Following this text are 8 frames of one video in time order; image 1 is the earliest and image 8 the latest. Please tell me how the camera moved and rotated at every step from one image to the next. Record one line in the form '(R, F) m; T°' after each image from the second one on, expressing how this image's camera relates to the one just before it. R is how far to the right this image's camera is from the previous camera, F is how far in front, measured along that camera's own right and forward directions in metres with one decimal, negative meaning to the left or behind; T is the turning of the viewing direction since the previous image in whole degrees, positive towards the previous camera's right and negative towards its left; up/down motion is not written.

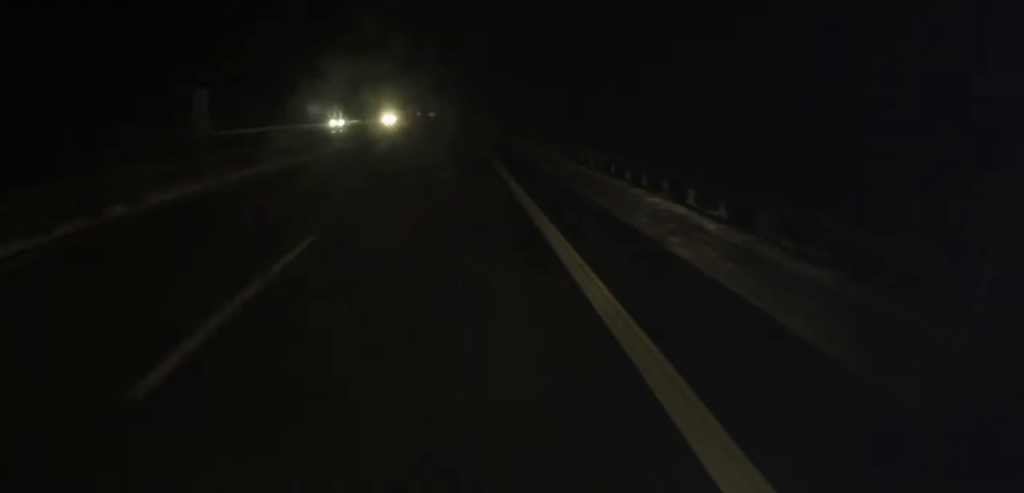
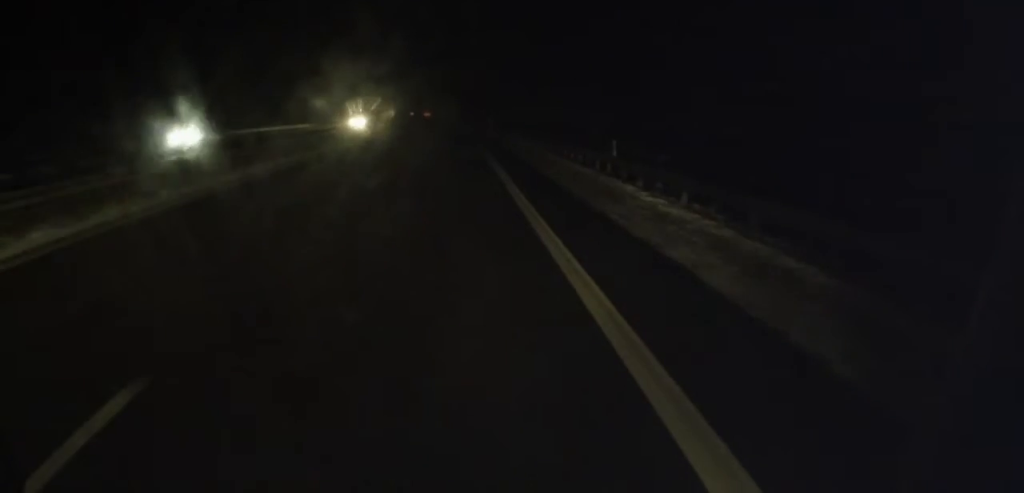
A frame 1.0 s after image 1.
(-0.2, +24.4) m; 0°
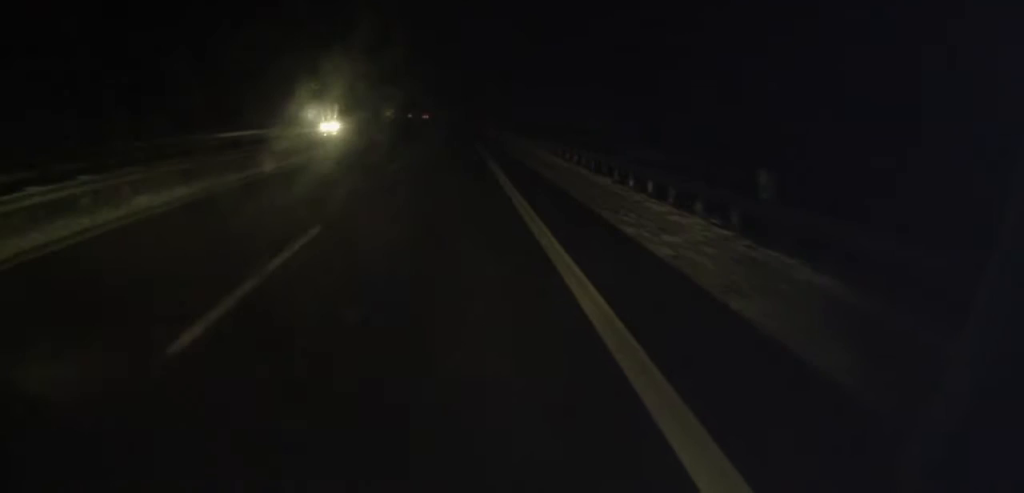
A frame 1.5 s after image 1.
(-0.1, +11.5) m; 0°
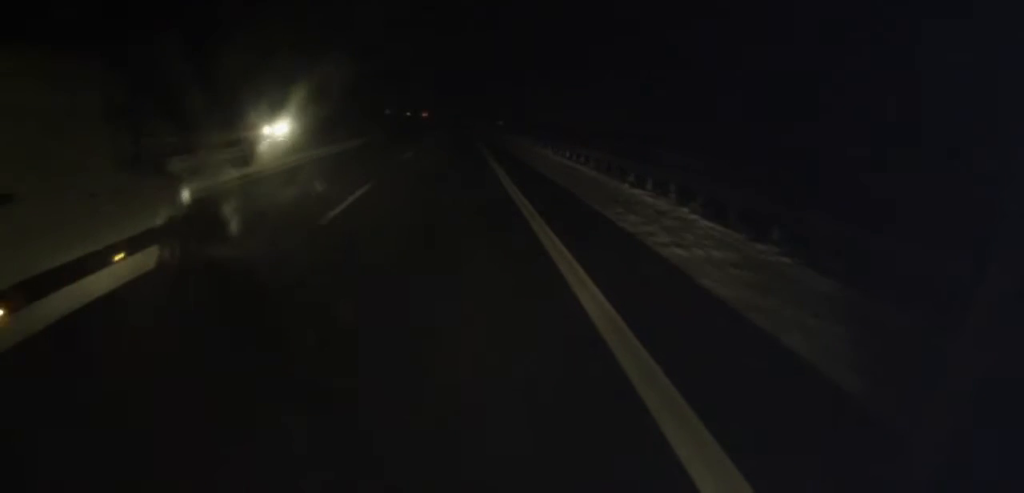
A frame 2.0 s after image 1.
(+0.1, +12.4) m; +1°
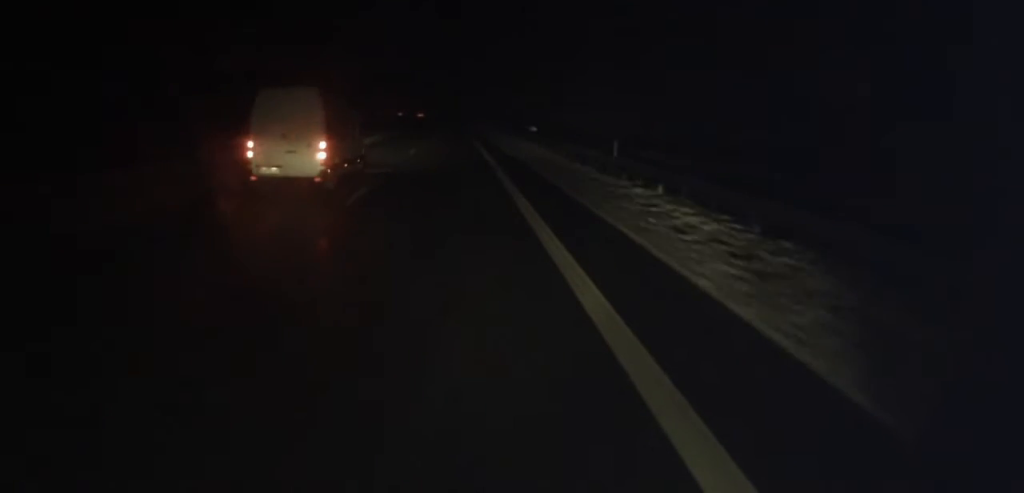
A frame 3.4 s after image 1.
(+0.6, +35.2) m; 0°
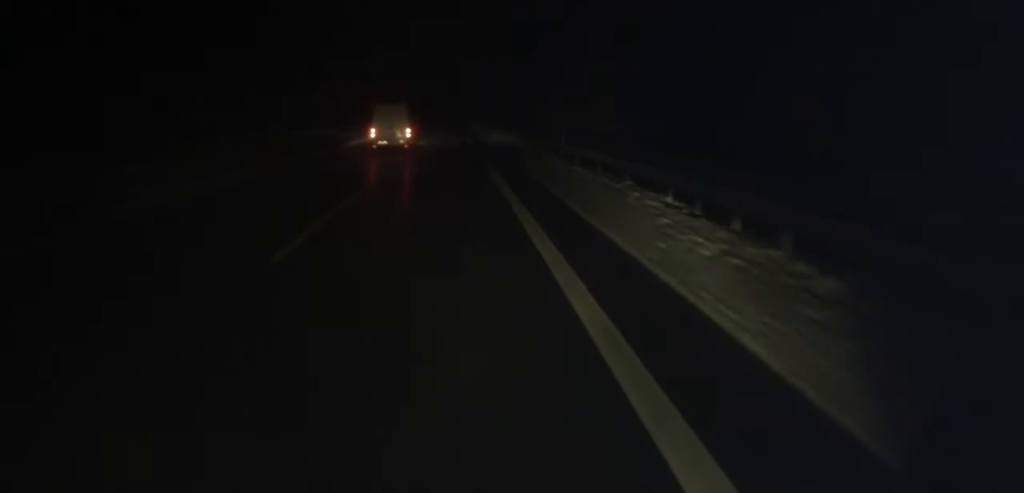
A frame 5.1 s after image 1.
(-0.8, +46.8) m; -1°
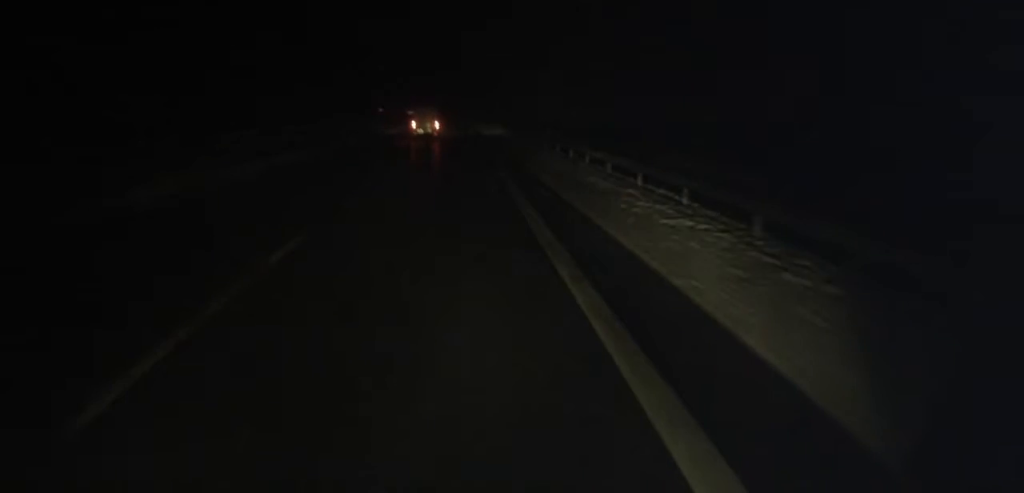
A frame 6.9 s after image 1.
(-0.4, +41.4) m; -1°
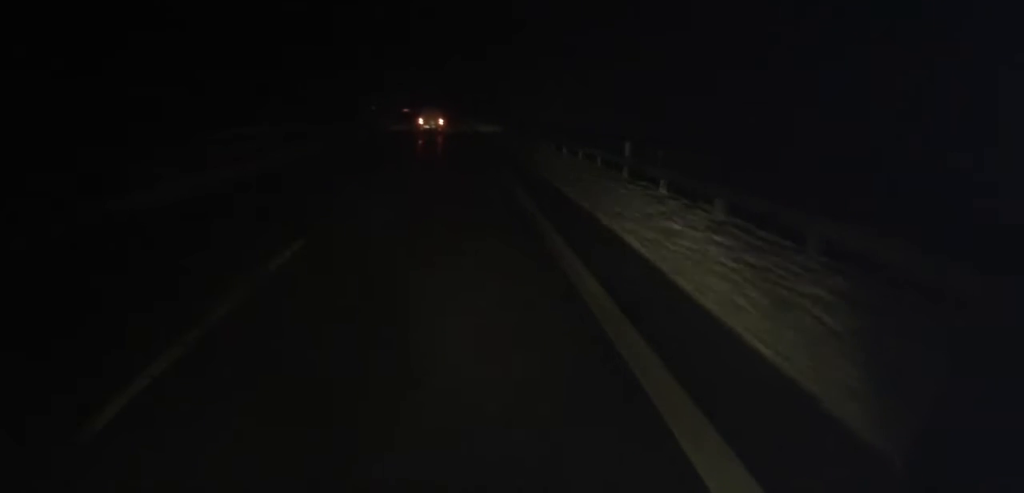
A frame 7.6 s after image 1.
(0.0, +18.5) m; 0°
